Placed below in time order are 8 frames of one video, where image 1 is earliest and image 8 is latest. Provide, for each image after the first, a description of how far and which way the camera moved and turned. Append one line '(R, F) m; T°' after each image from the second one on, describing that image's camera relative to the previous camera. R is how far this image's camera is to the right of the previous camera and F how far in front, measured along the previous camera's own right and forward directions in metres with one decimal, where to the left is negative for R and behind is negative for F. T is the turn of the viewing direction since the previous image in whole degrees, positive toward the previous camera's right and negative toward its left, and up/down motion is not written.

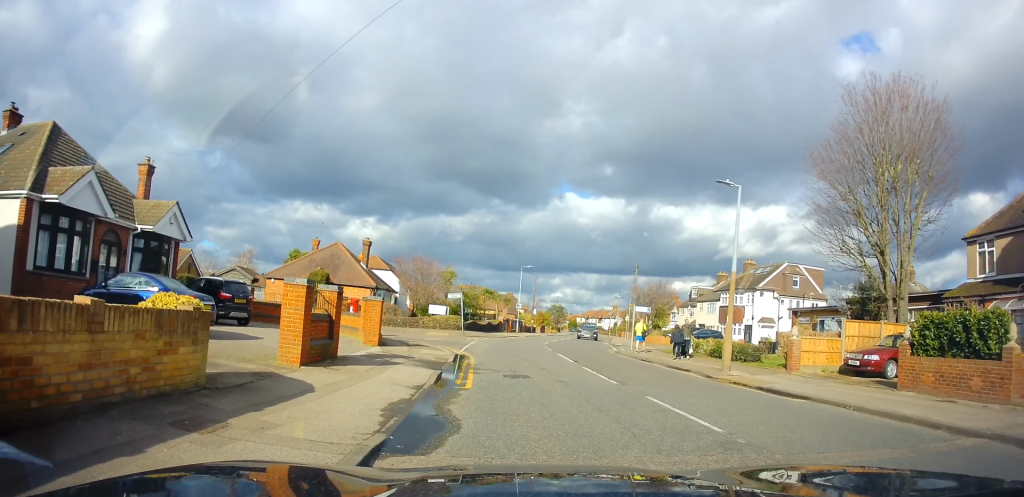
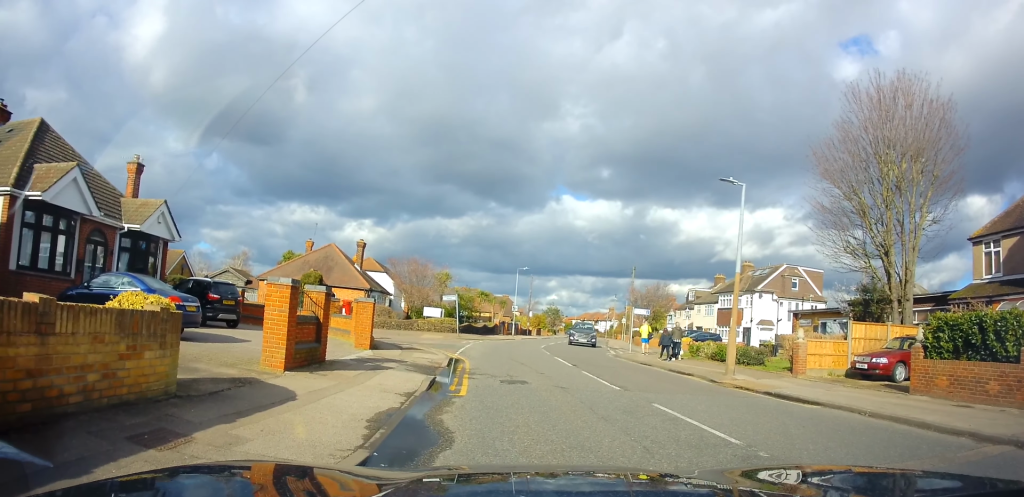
(+0.1, +0.6) m; 0°
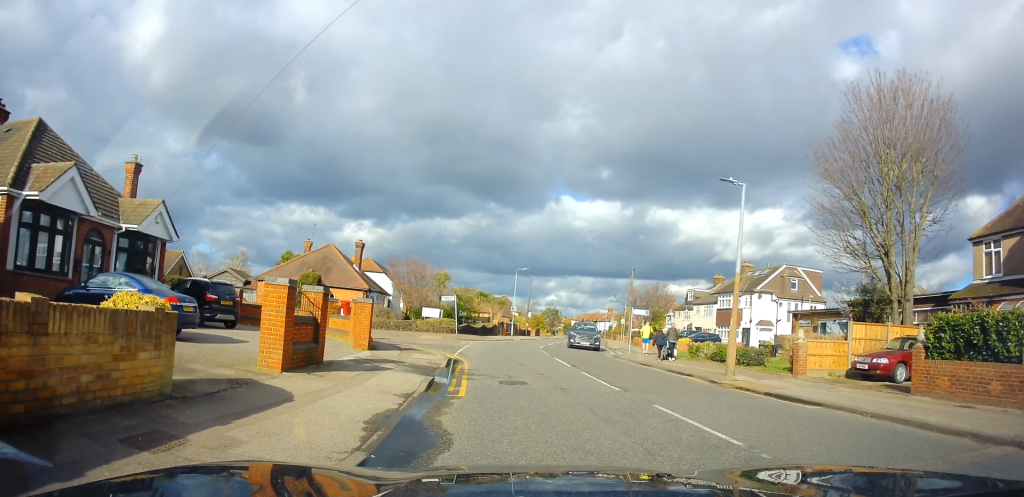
(0.0, +0.1) m; 0°
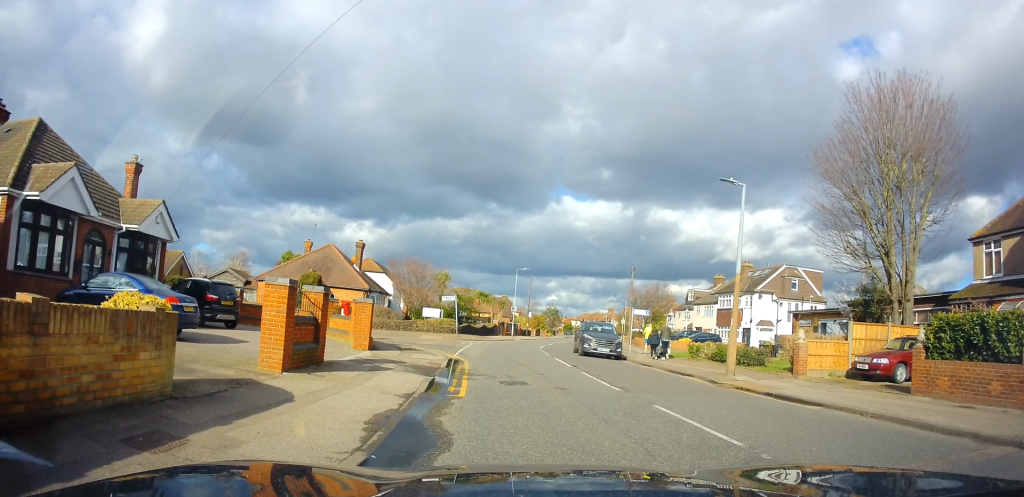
(0.0, +0.1) m; 0°
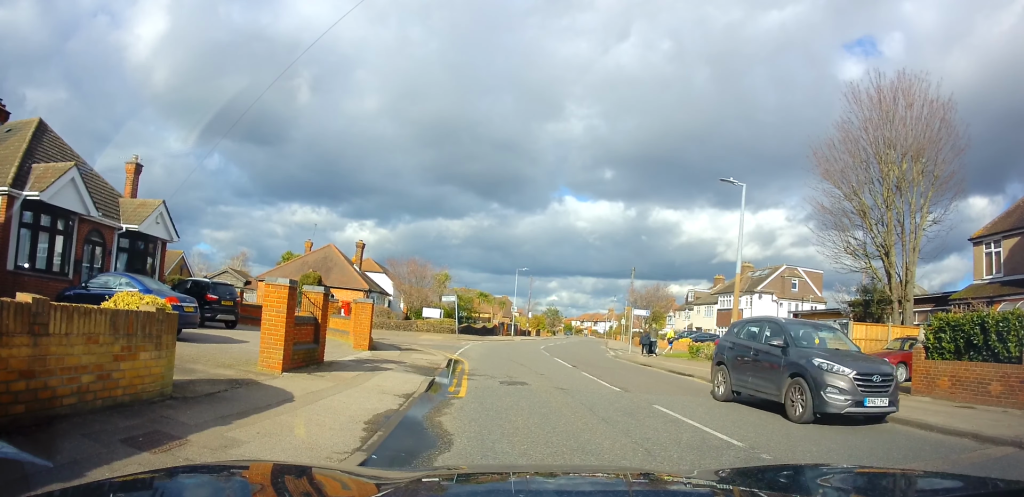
(0.0, 0.0) m; 0°
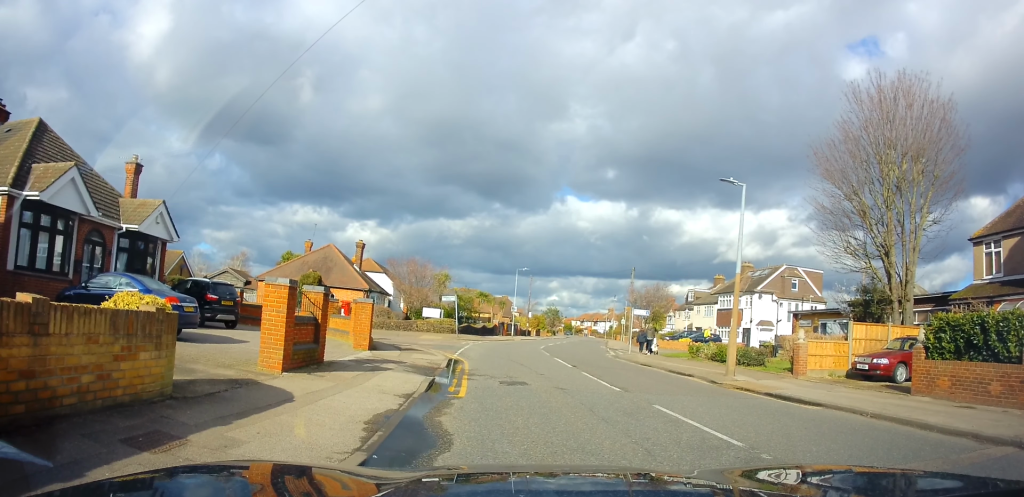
(0.0, 0.0) m; 0°
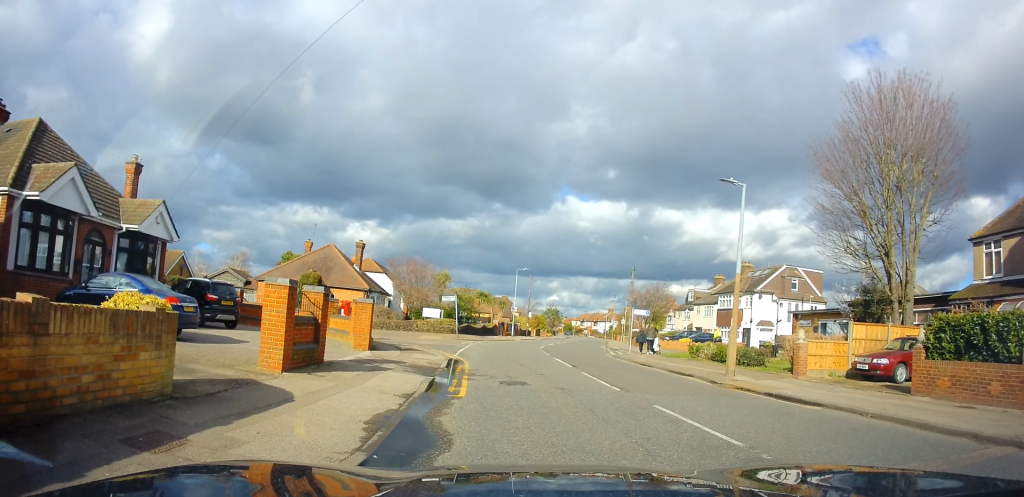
(0.0, 0.0) m; 0°
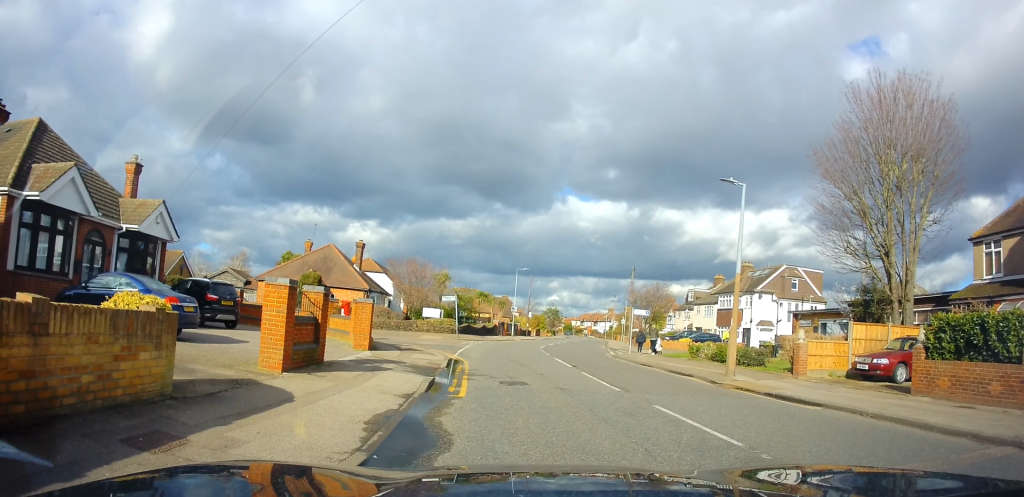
(0.0, 0.0) m; 0°
